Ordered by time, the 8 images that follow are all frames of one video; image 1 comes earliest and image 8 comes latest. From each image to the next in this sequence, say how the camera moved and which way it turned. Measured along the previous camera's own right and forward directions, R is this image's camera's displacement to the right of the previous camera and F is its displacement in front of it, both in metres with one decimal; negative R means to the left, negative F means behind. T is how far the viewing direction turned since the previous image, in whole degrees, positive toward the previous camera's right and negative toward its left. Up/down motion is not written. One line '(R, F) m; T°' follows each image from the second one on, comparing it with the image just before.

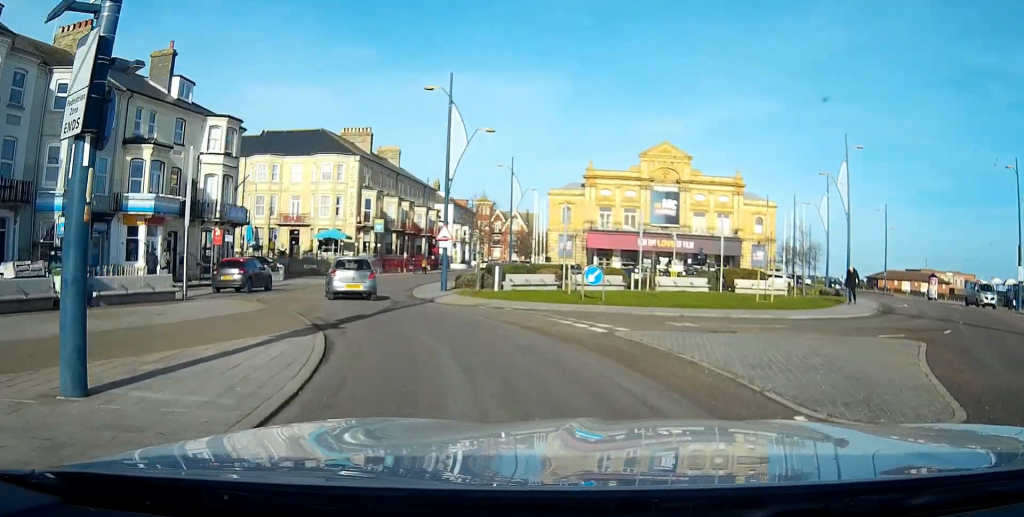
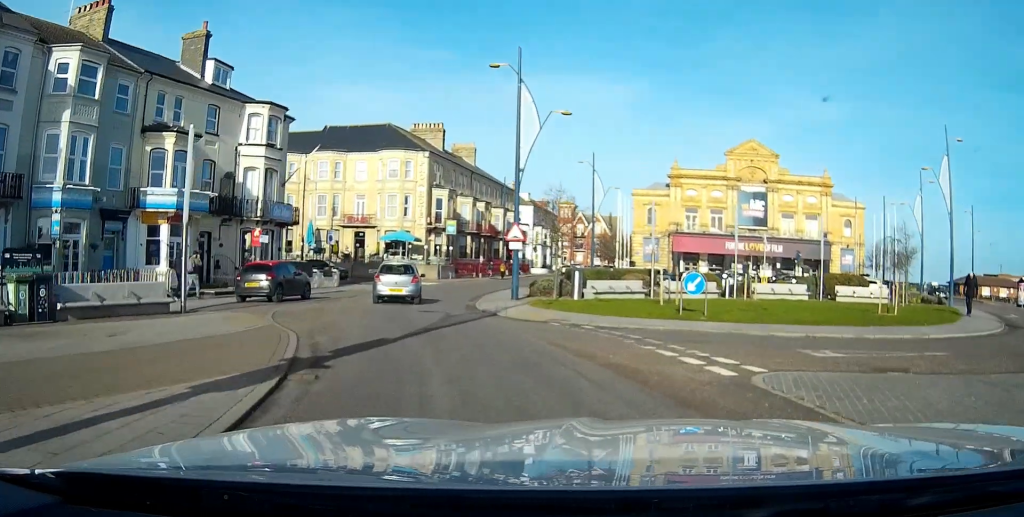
(-0.5, +5.1) m; -6°
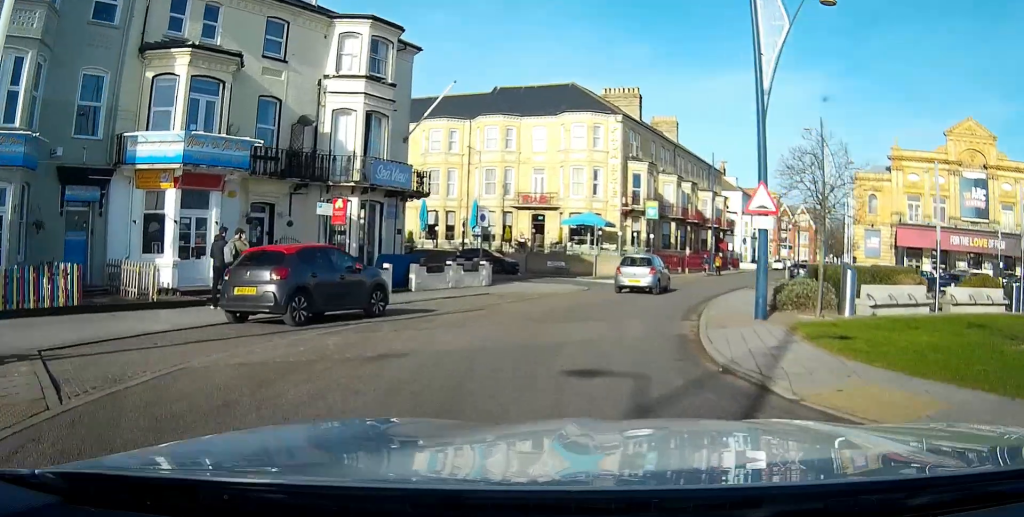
(-1.3, +13.3) m; -5°
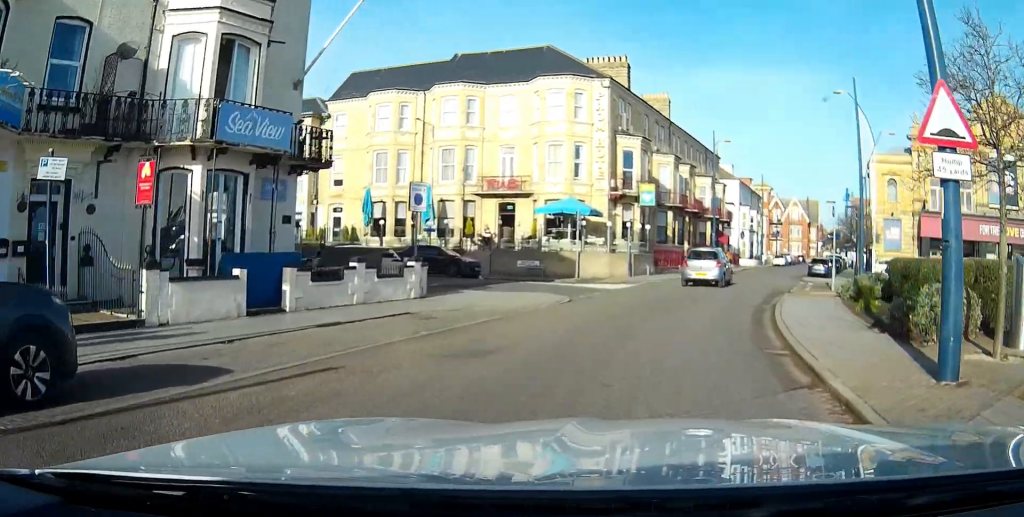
(+0.4, +10.0) m; +6°
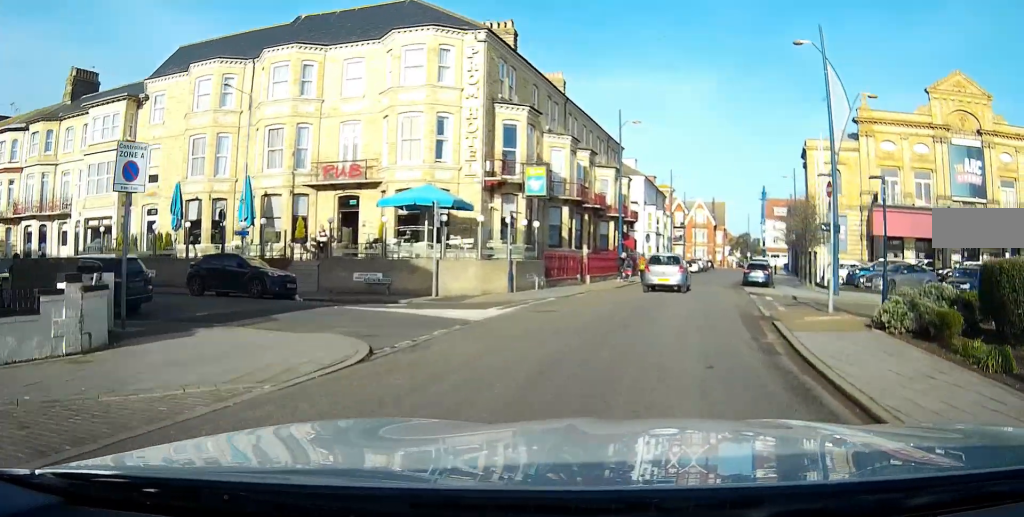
(+0.7, +10.8) m; +7°
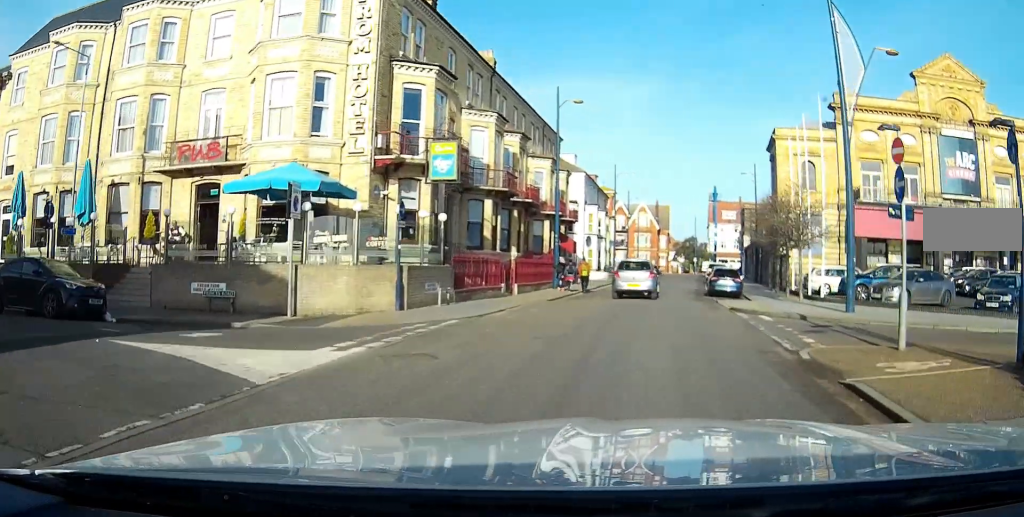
(+0.3, +7.9) m; +4°
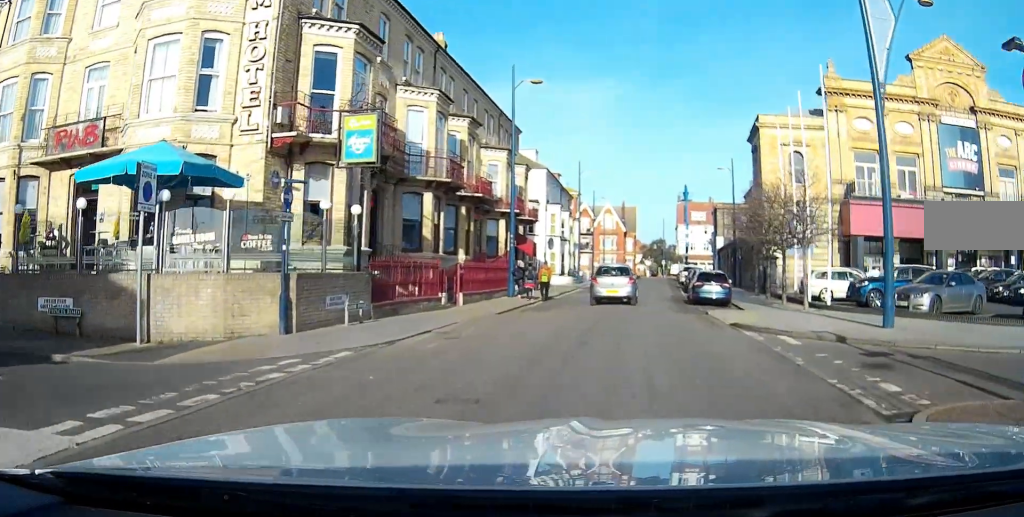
(+0.2, +5.4) m; +1°
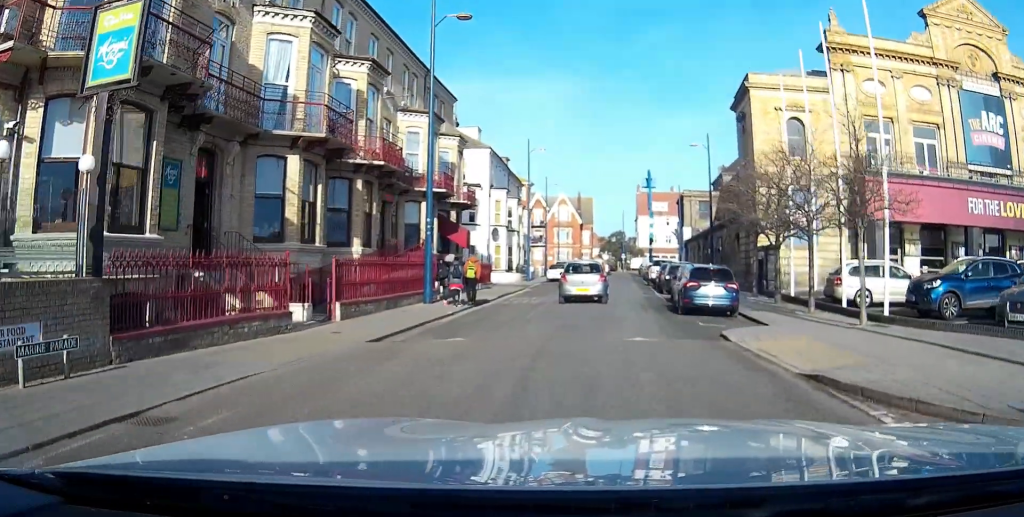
(+0.2, +9.2) m; +2°
